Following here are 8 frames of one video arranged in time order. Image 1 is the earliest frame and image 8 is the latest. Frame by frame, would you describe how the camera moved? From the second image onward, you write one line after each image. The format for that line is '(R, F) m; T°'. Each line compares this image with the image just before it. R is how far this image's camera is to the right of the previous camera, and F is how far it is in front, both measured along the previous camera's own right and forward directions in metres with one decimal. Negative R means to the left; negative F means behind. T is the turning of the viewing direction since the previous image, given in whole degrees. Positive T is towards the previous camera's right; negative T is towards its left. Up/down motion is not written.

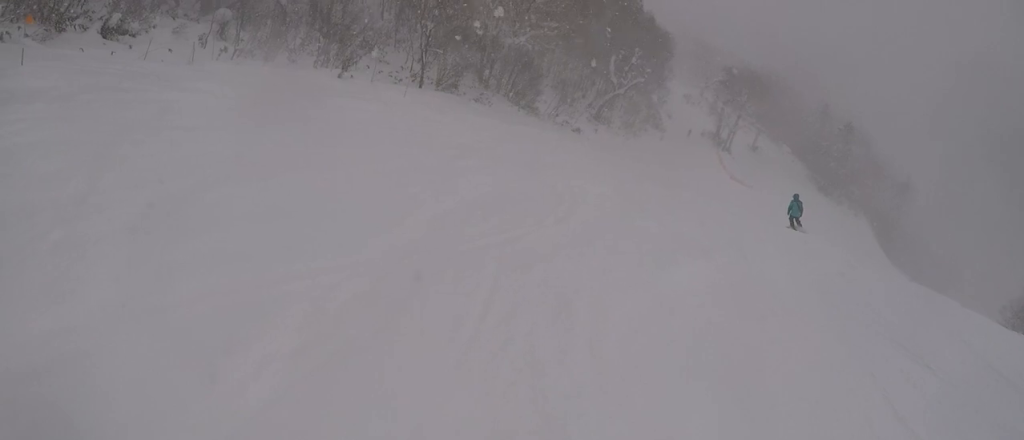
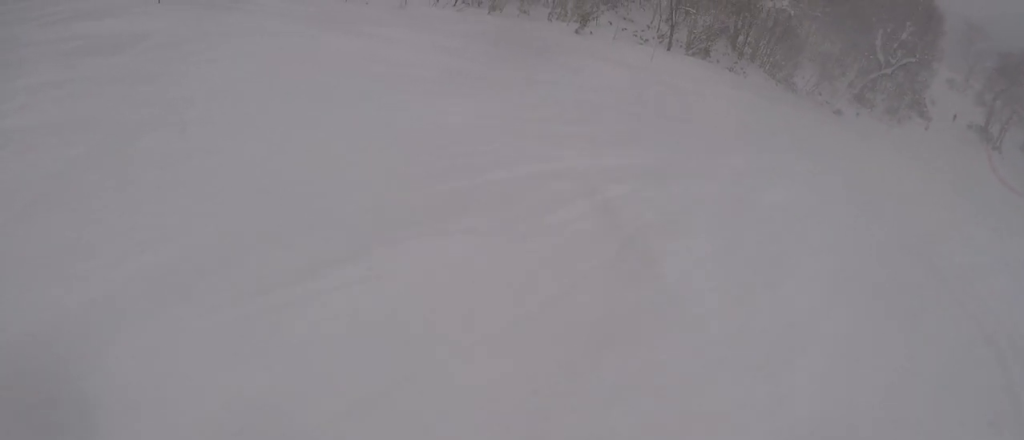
(-0.2, +4.9) m; -24°
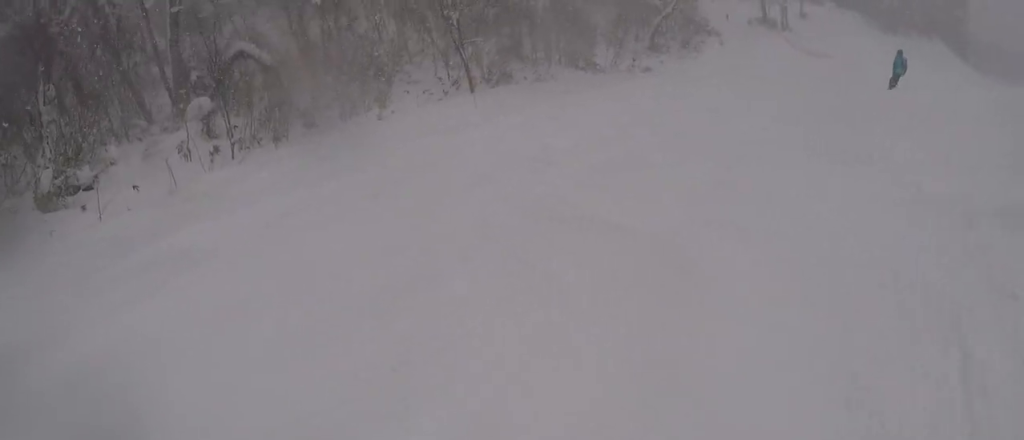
(-2.0, +5.4) m; -4°
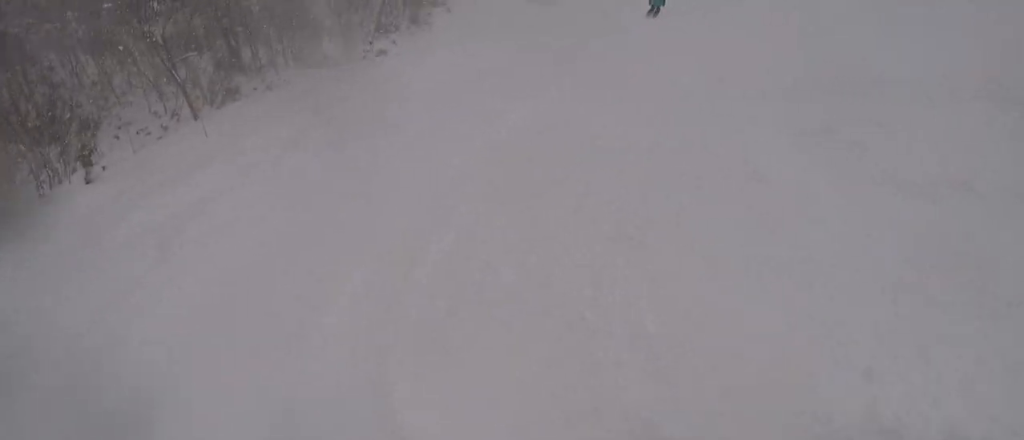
(+1.3, +4.7) m; +30°
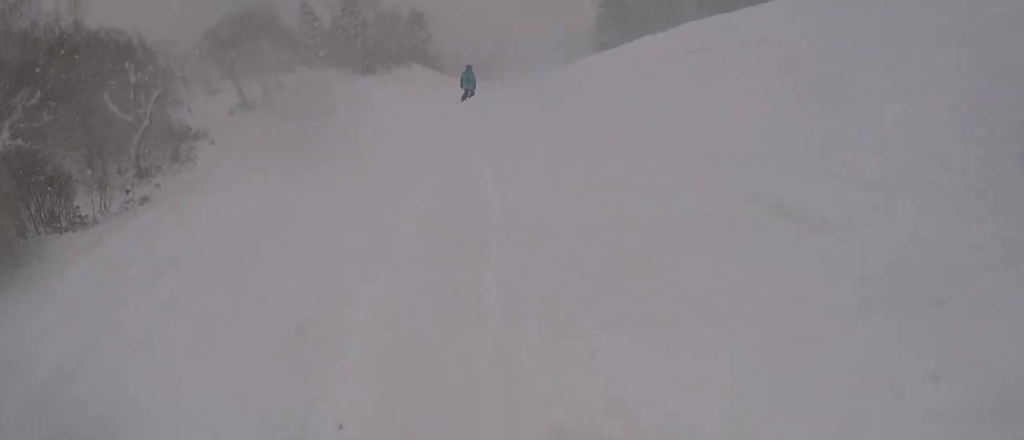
(+1.2, +3.7) m; +22°
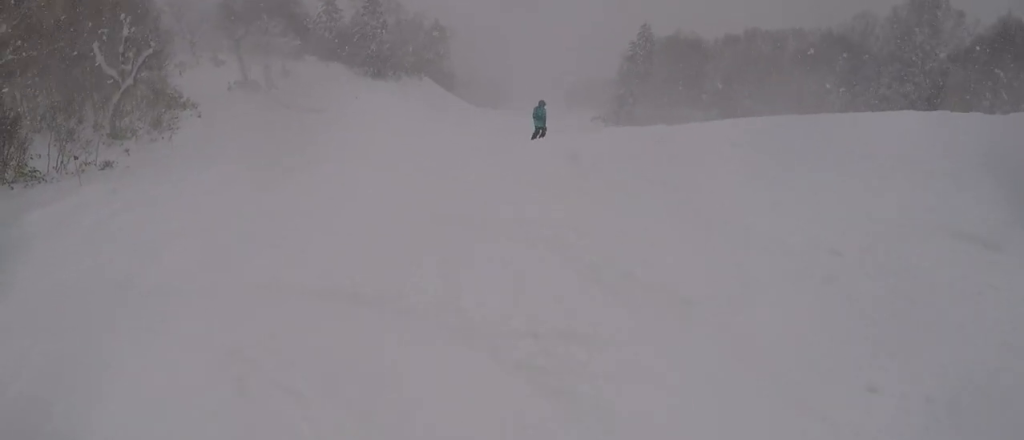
(+1.1, +4.7) m; +9°
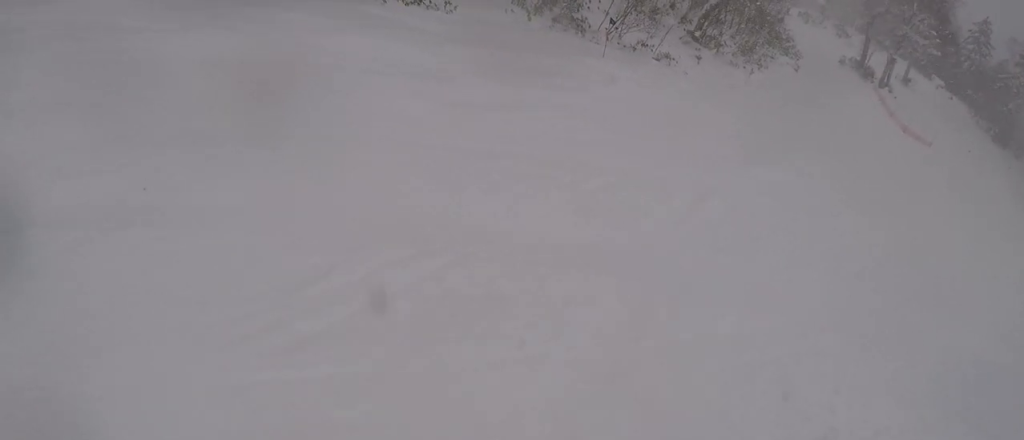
(-2.3, +9.5) m; -27°
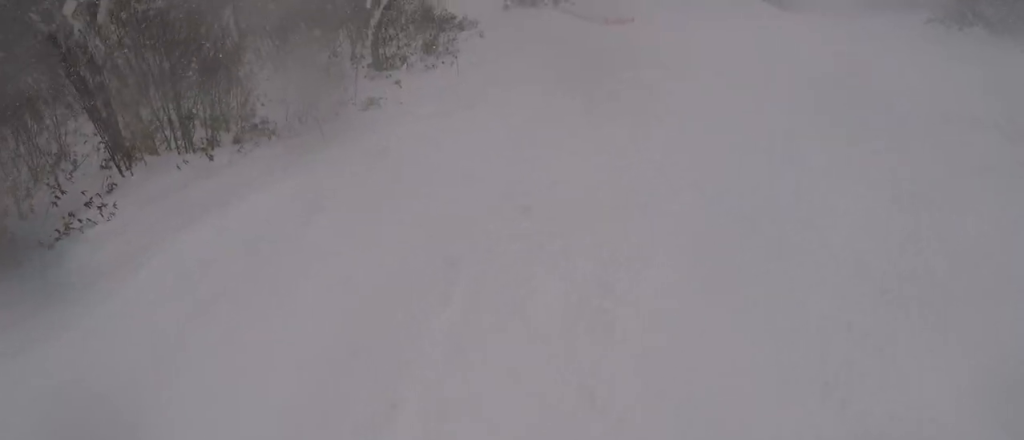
(+0.1, +6.6) m; +7°
